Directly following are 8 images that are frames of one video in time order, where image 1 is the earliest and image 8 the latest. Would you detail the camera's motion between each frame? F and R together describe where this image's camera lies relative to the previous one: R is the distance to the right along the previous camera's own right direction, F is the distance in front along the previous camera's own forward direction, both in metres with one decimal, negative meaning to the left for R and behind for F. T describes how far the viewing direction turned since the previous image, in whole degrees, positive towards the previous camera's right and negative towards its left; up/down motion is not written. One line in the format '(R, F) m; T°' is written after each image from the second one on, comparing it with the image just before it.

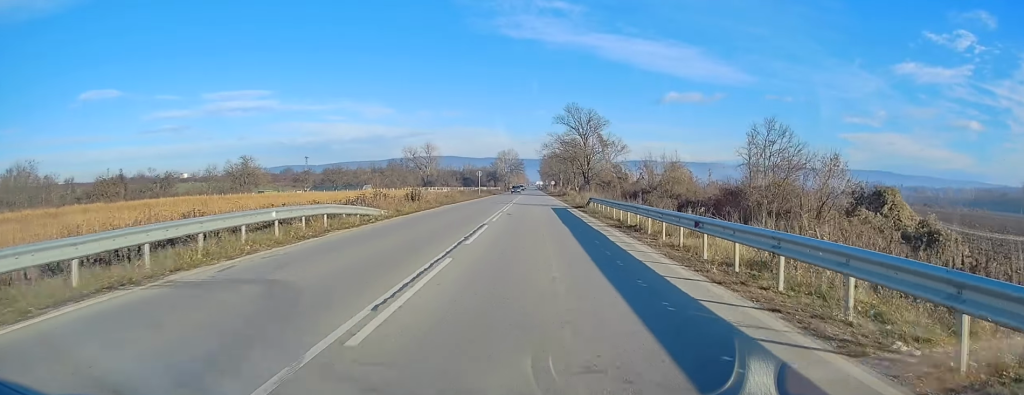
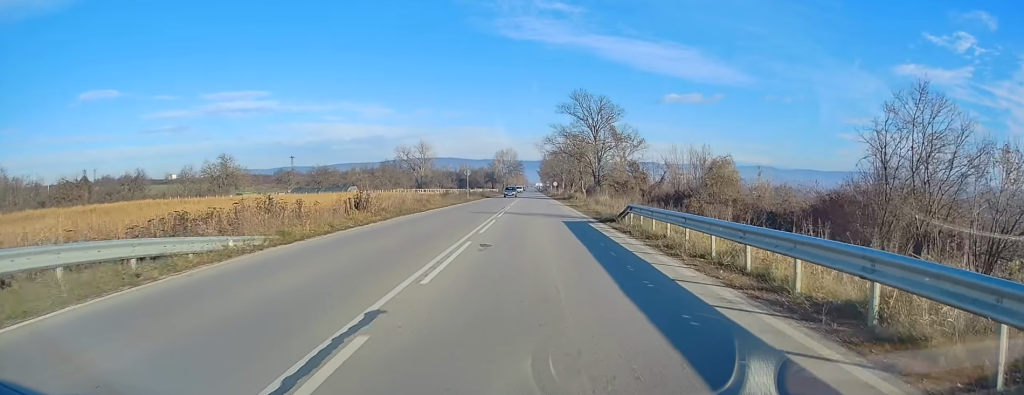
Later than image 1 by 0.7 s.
(0.0, +14.5) m; 0°
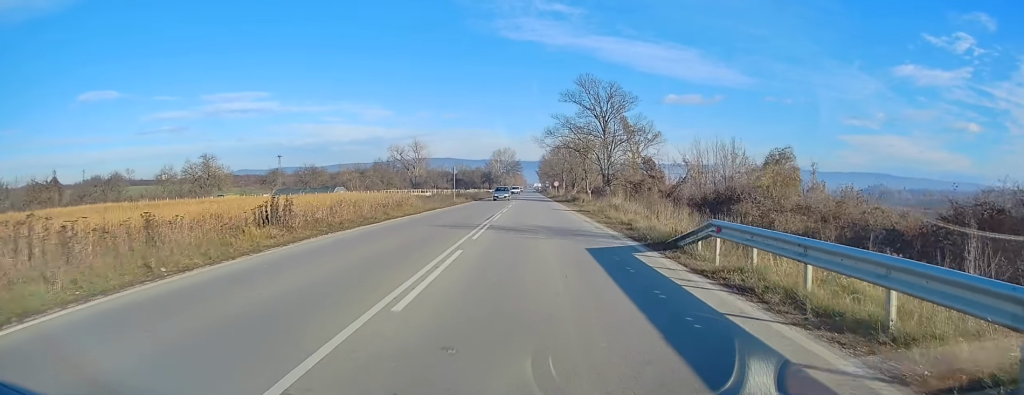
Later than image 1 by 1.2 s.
(0.0, +10.4) m; 0°
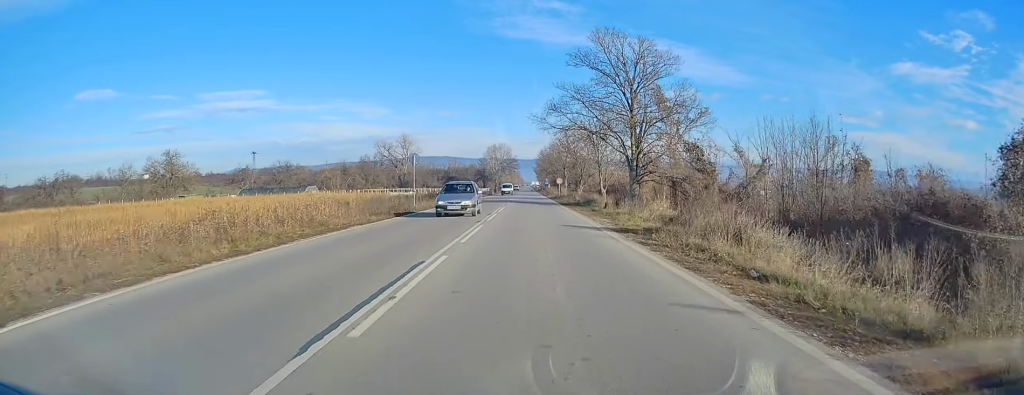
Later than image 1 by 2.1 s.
(+0.1, +18.7) m; 0°
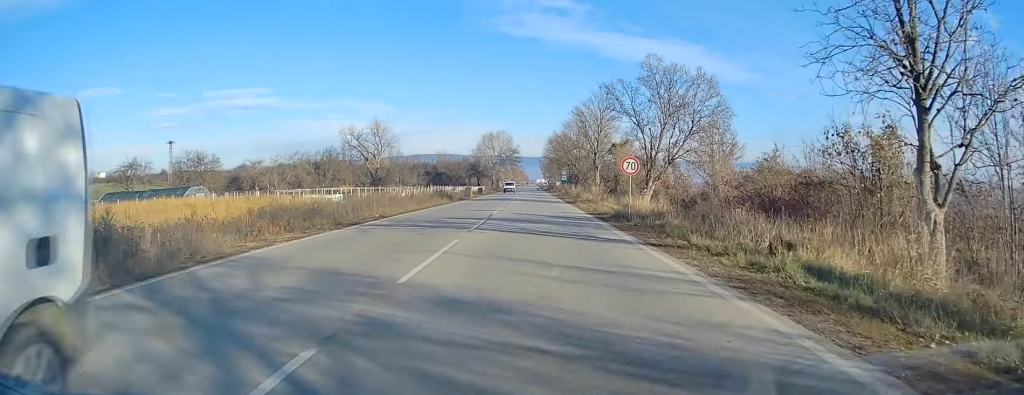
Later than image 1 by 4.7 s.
(-0.2, +52.6) m; 0°
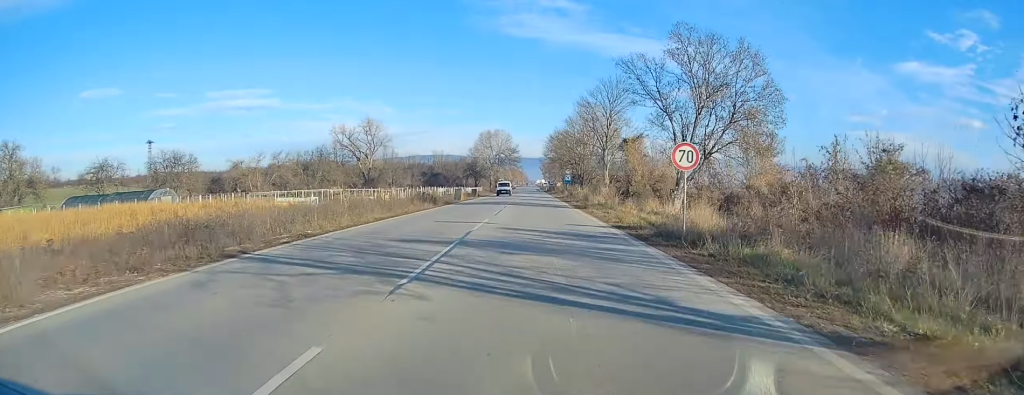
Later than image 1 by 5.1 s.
(0.0, +9.3) m; 0°
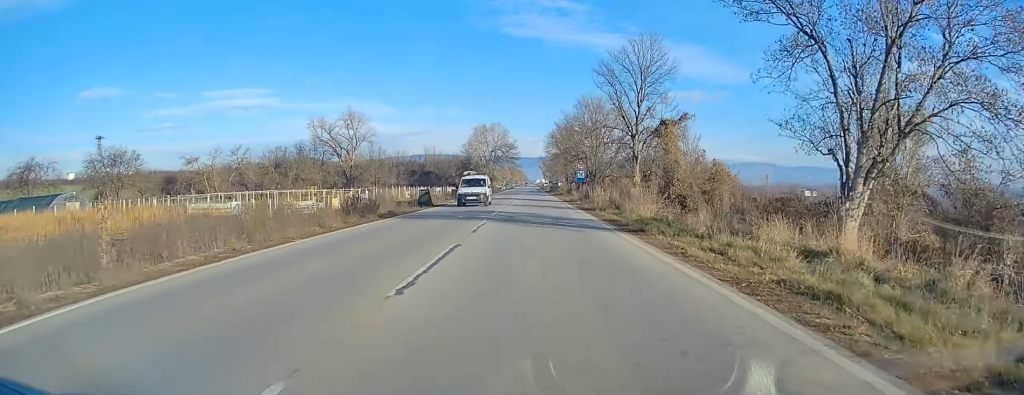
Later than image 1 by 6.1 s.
(0.0, +19.4) m; 0°
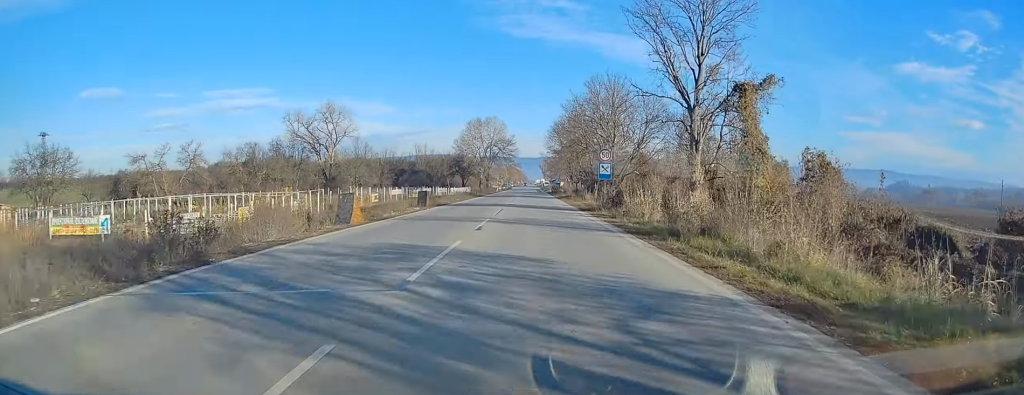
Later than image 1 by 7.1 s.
(-0.1, +17.6) m; 0°
